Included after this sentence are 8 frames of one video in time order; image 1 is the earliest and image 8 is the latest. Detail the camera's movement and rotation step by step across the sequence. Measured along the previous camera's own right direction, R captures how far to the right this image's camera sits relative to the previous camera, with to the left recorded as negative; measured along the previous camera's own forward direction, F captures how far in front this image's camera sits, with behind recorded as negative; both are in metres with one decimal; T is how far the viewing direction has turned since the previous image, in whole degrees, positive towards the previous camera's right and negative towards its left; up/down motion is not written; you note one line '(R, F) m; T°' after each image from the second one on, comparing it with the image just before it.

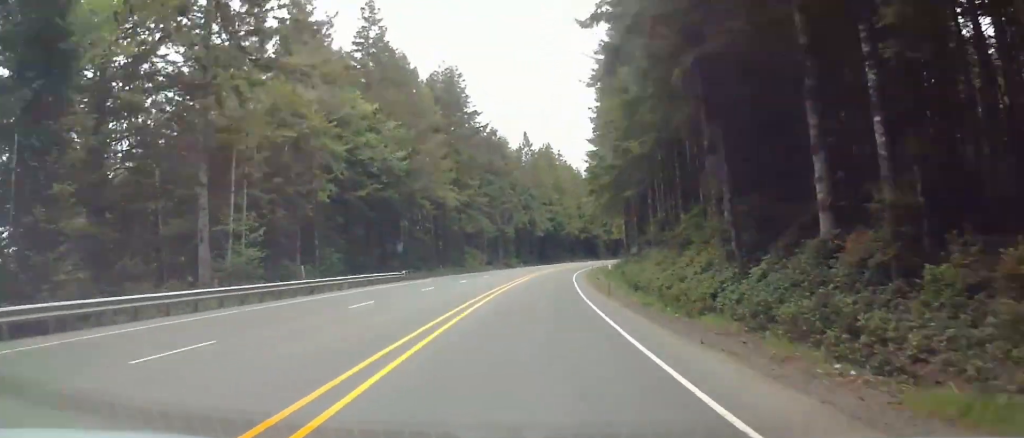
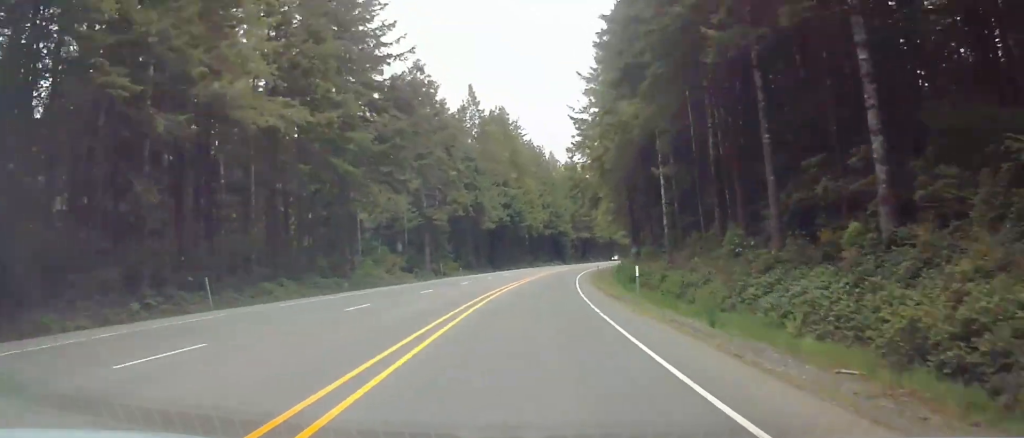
(+0.5, +48.2) m; +3°
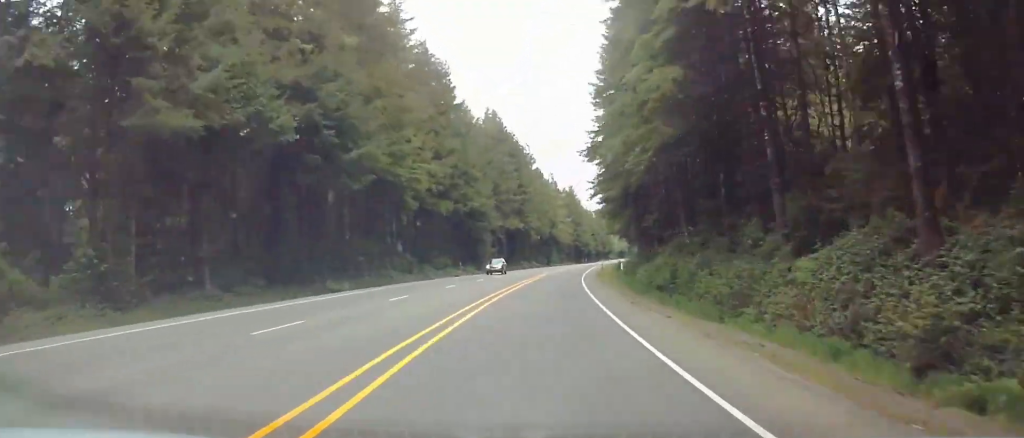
(+6.0, +77.3) m; +7°
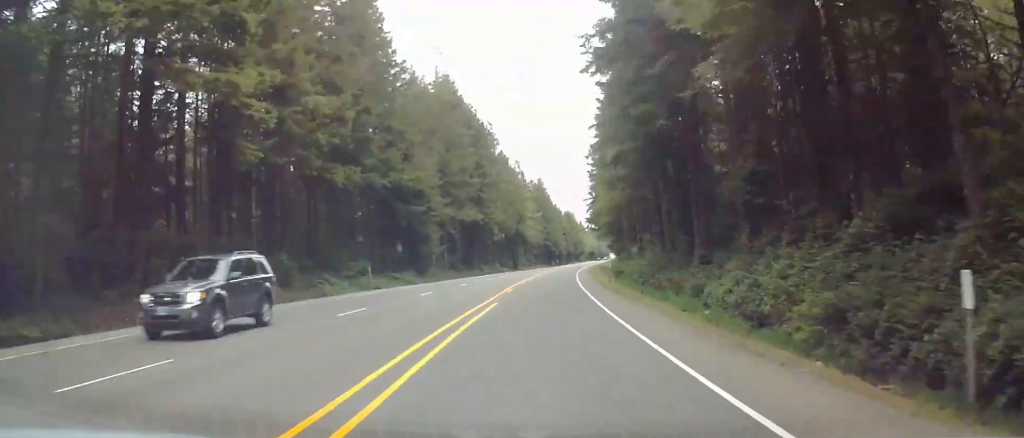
(+0.5, +29.4) m; +2°
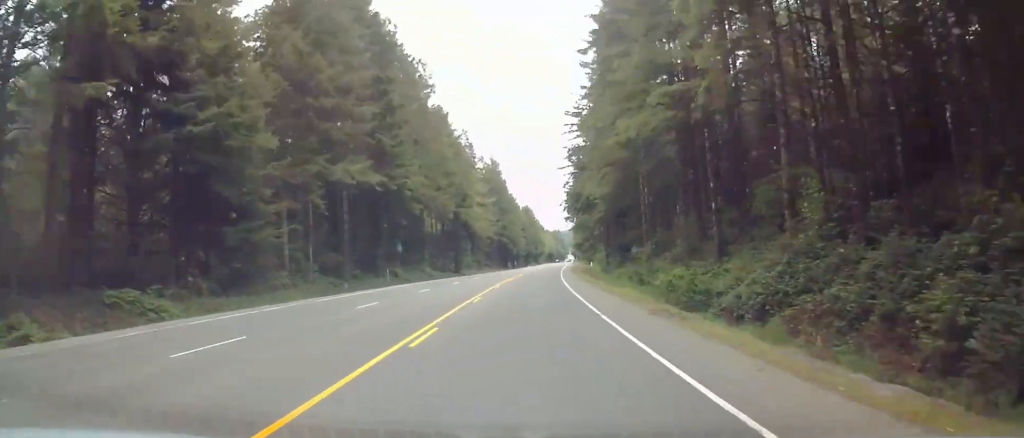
(+0.1, +43.3) m; +3°
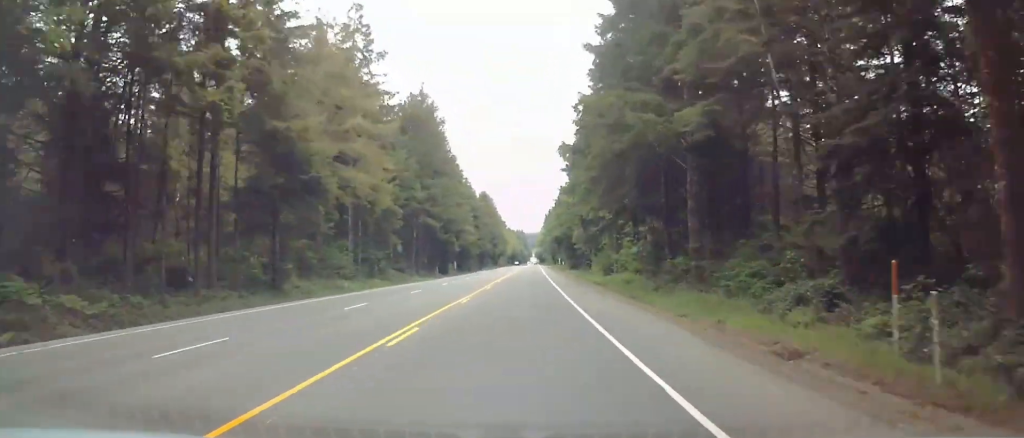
(+4.2, +69.6) m; +5°
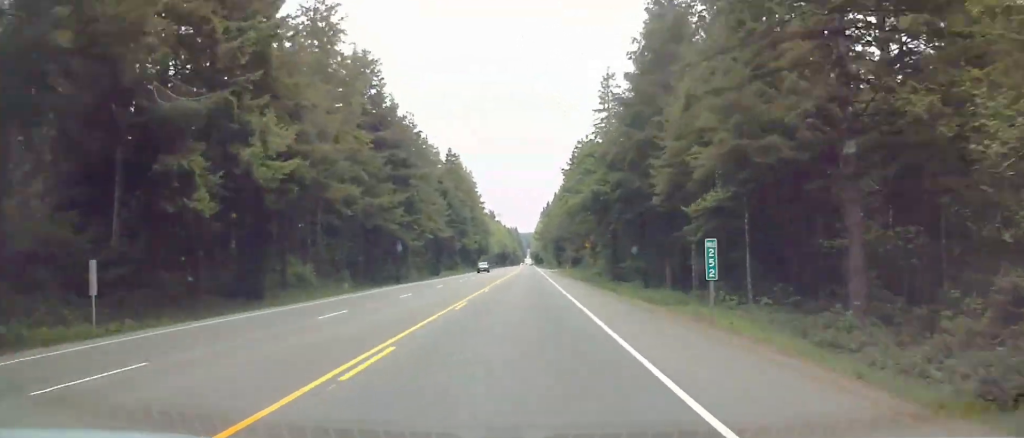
(+1.5, +86.7) m; +1°
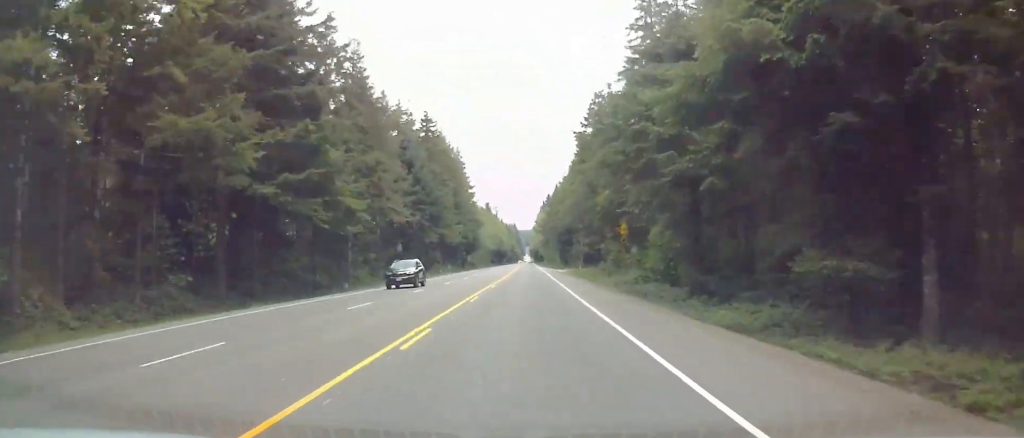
(-0.2, +33.8) m; 0°
